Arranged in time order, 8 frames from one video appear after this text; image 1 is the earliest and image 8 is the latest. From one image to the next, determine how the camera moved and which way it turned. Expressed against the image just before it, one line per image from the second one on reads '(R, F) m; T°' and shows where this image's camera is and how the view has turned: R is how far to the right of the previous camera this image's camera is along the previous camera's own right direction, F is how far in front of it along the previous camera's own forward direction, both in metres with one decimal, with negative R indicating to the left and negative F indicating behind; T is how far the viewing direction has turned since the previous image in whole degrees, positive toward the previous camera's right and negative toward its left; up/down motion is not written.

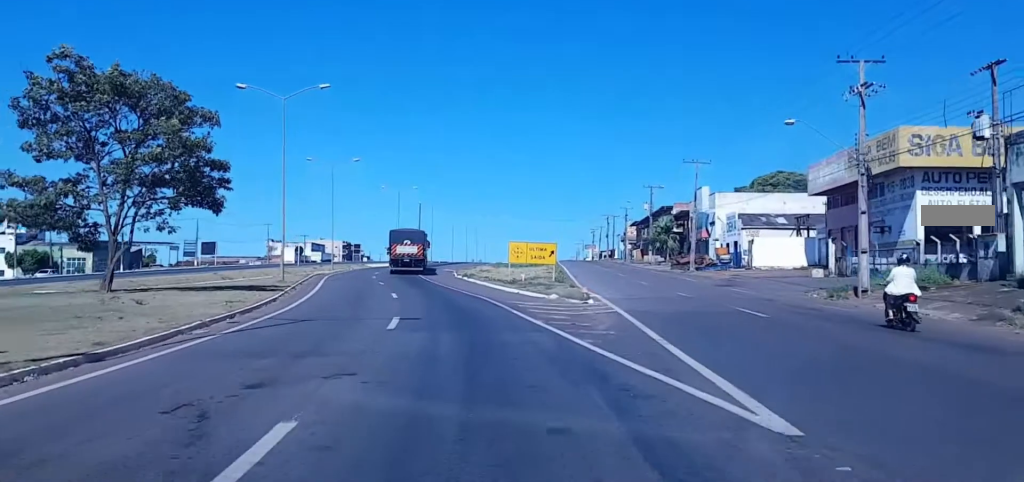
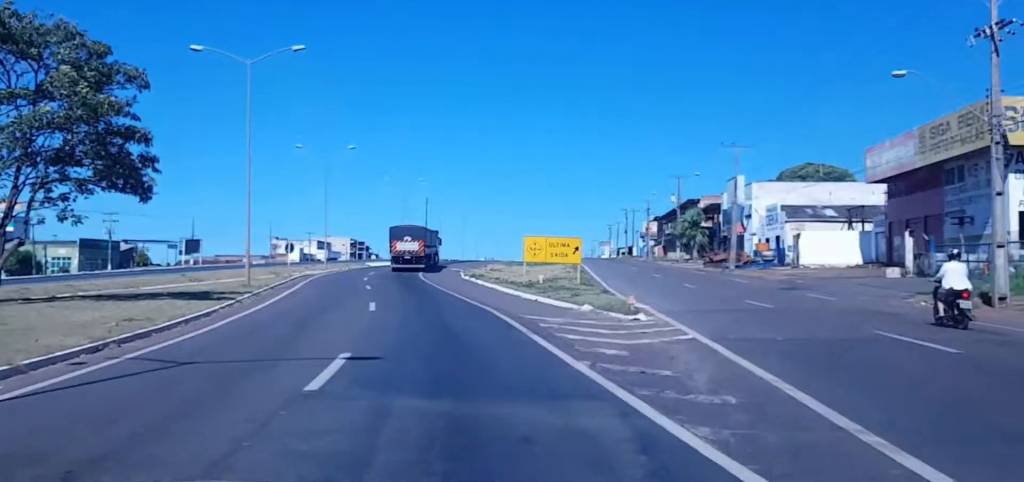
(-0.2, +9.7) m; -2°
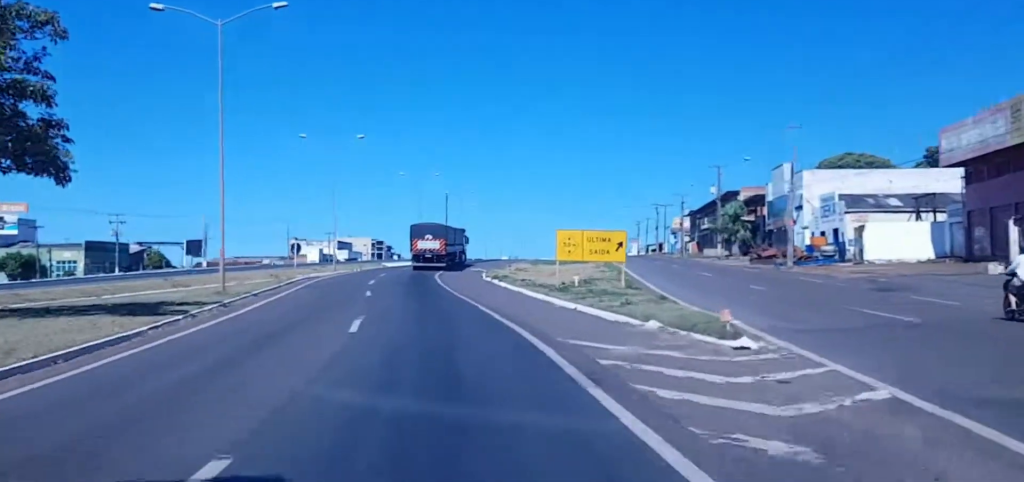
(-0.3, +8.8) m; -2°
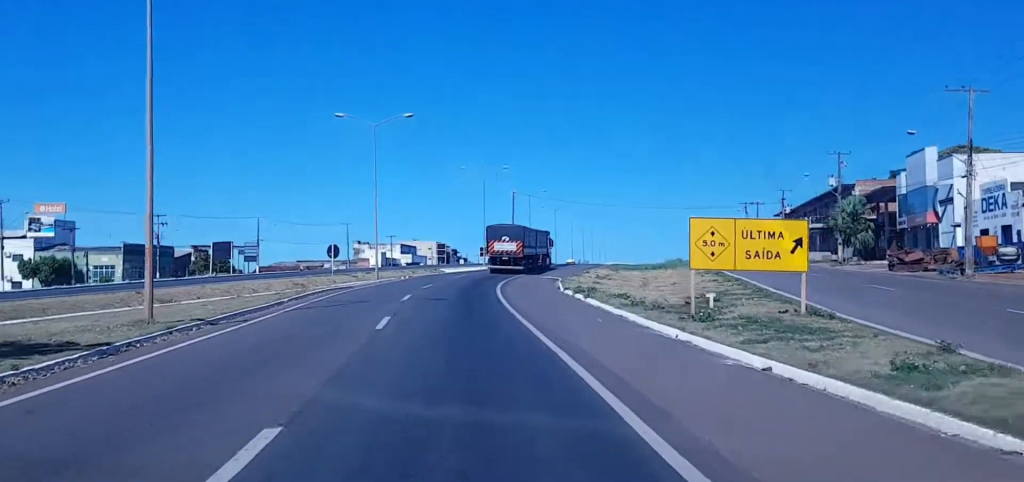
(0.0, +14.8) m; -1°
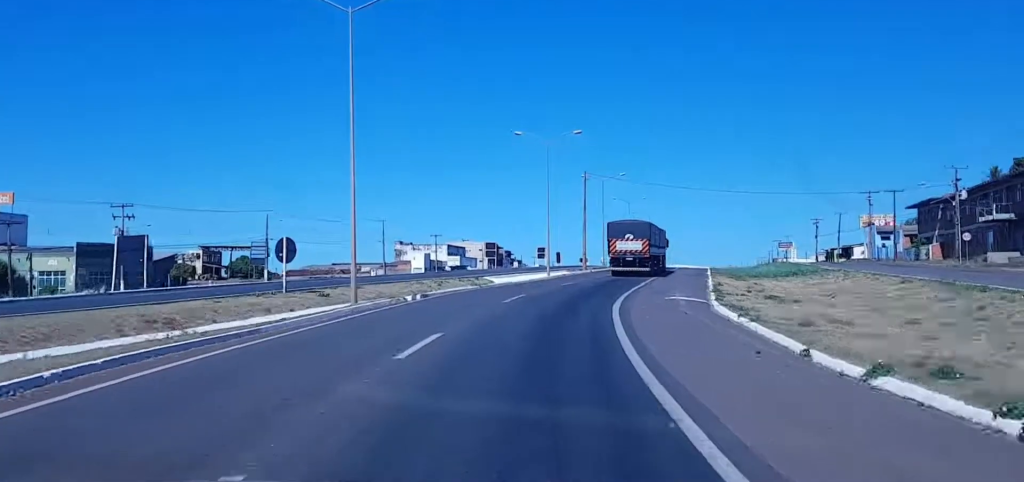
(-2.1, +31.0) m; -7°
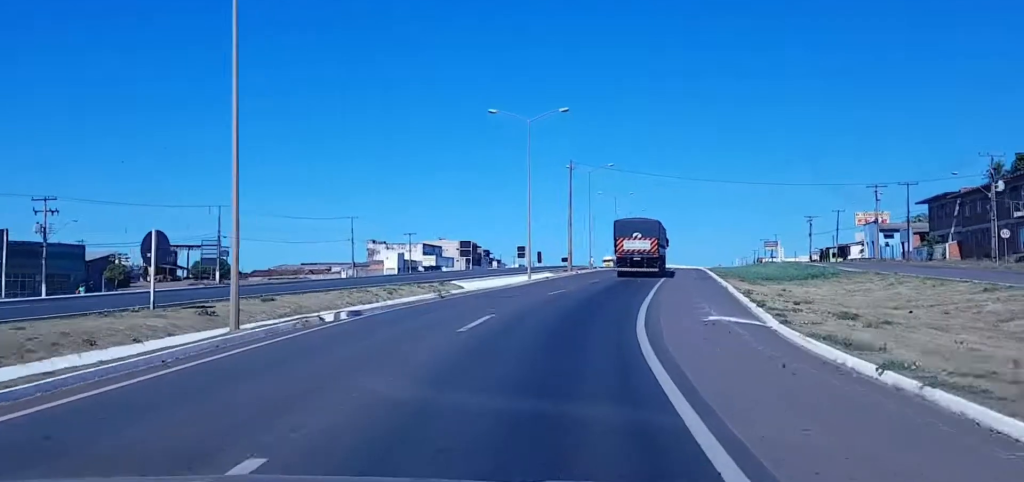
(-0.1, +11.8) m; -1°
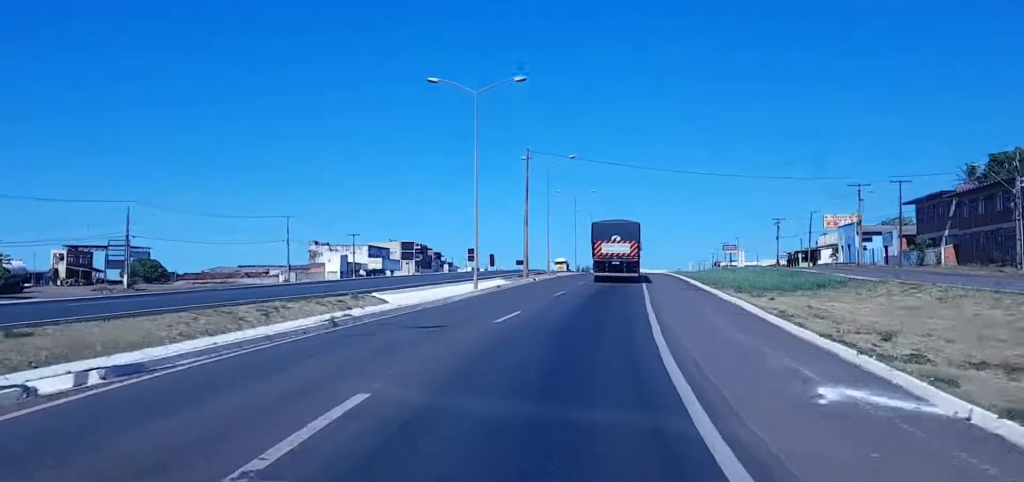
(-0.1, +13.2) m; 0°
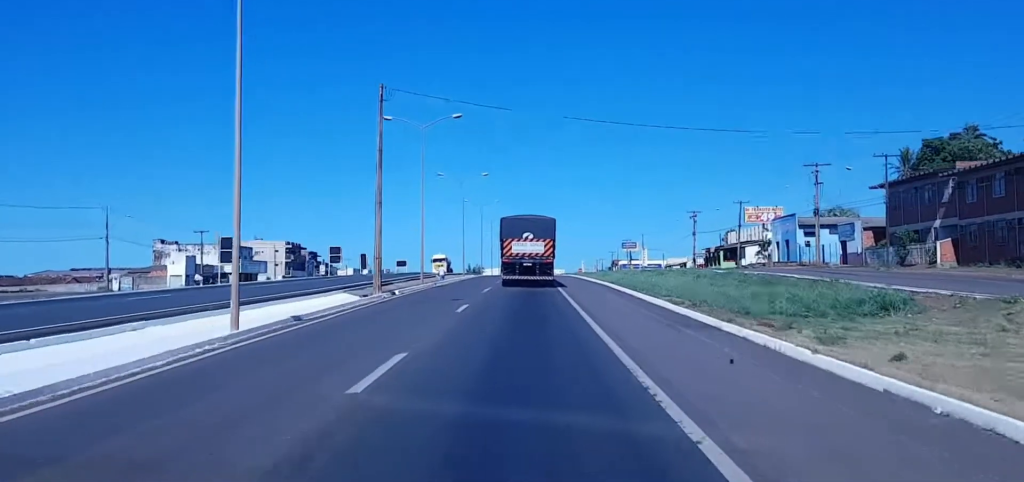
(+1.5, +27.4) m; +7°
